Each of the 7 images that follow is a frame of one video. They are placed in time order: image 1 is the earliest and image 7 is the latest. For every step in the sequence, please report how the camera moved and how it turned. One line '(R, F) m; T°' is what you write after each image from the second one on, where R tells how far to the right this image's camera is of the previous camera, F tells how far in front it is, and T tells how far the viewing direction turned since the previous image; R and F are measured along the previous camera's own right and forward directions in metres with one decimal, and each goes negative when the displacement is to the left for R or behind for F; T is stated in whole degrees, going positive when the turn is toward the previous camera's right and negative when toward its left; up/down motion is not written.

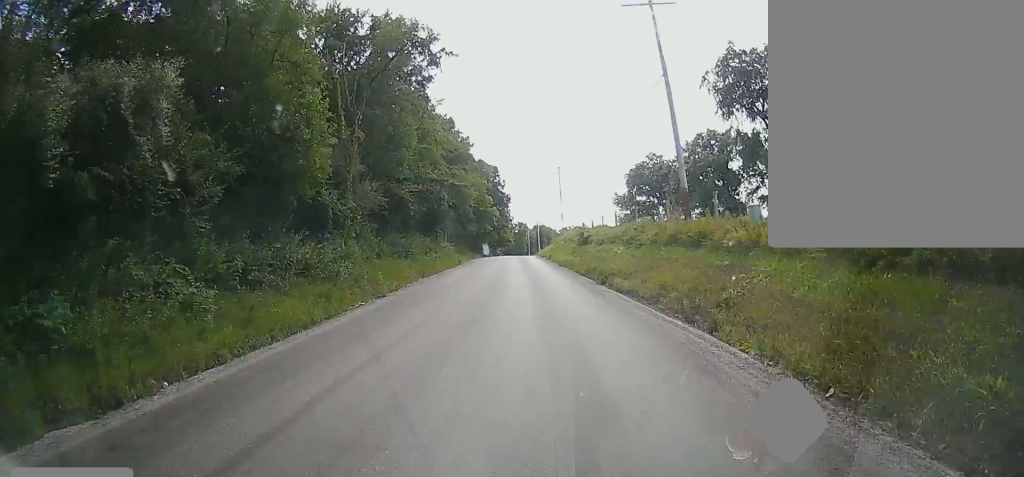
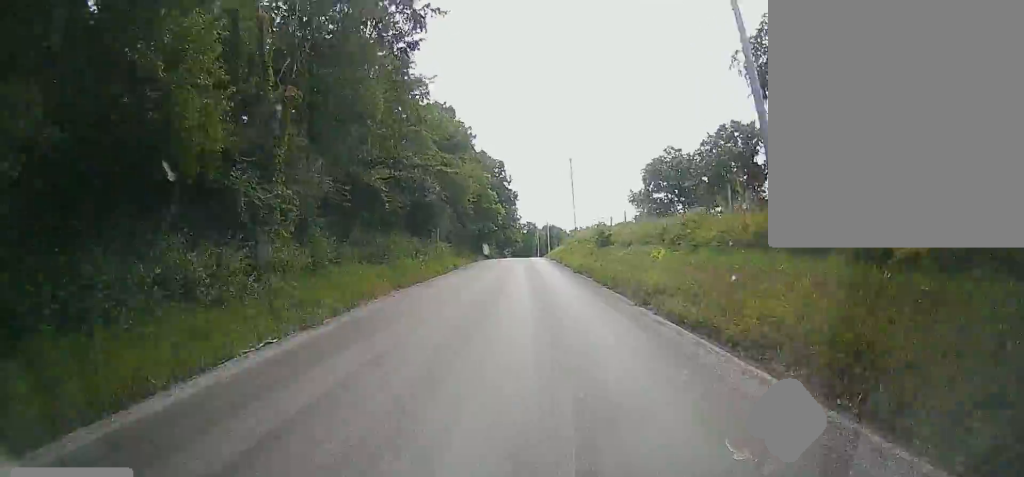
(0.0, +7.5) m; -1°
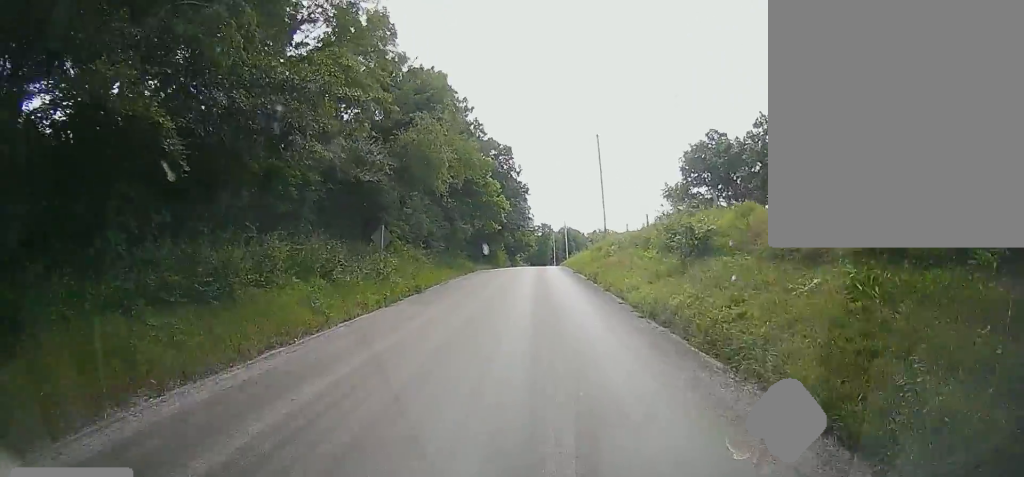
(-0.2, +17.3) m; -1°
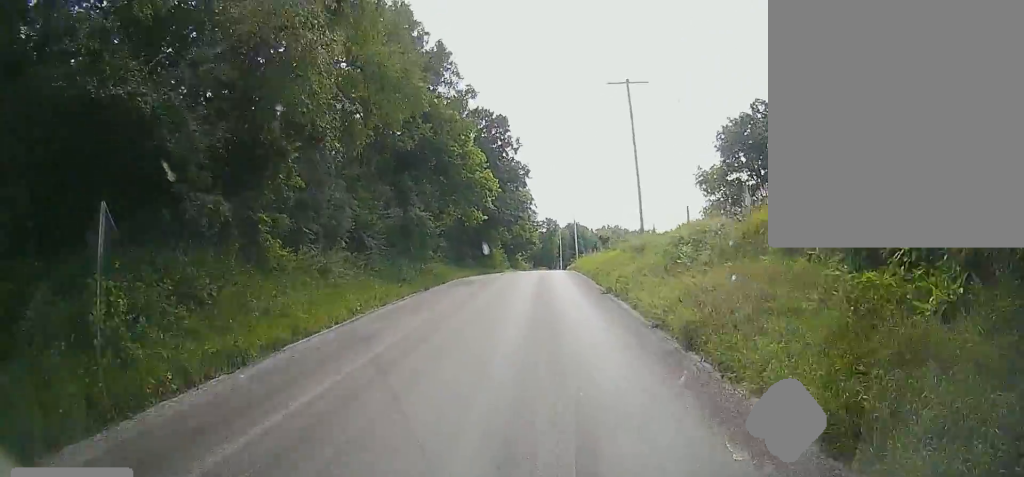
(0.0, +17.5) m; 0°
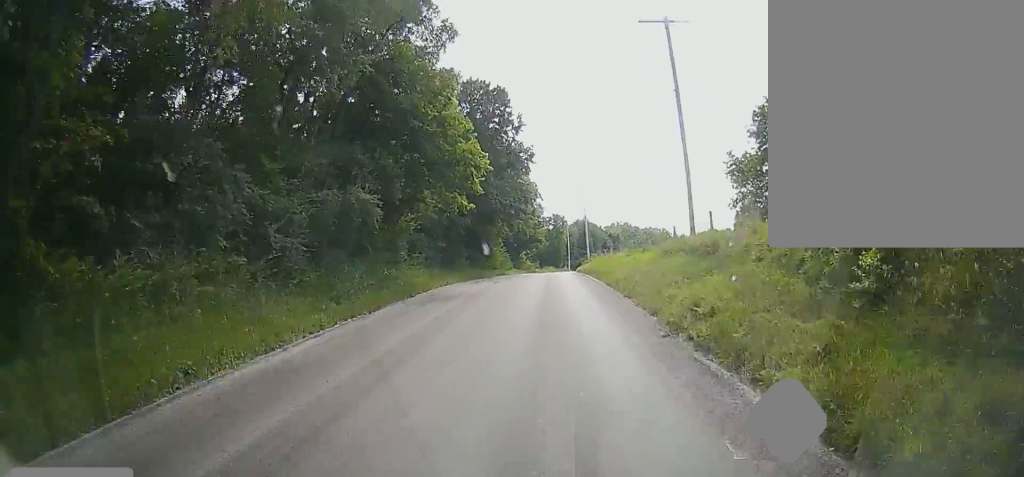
(0.0, +11.0) m; -1°
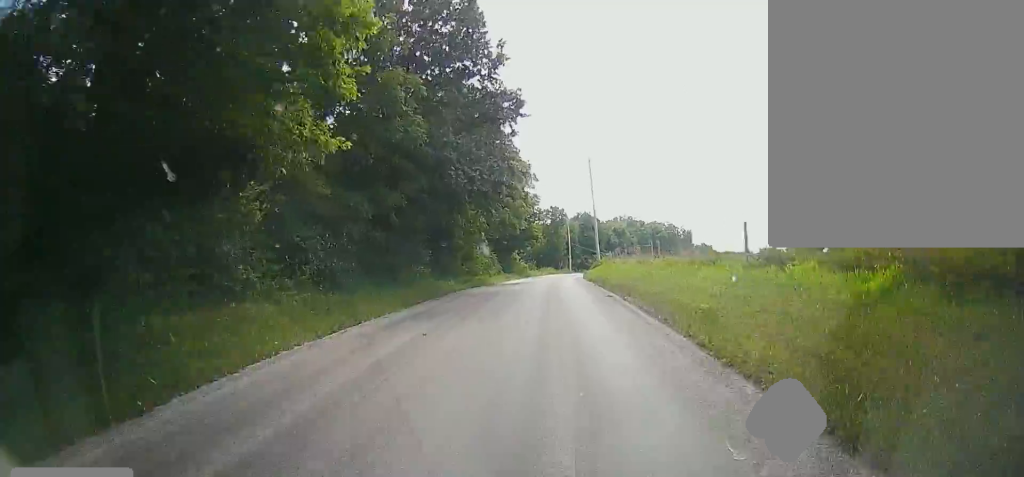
(-0.2, +20.4) m; 0°
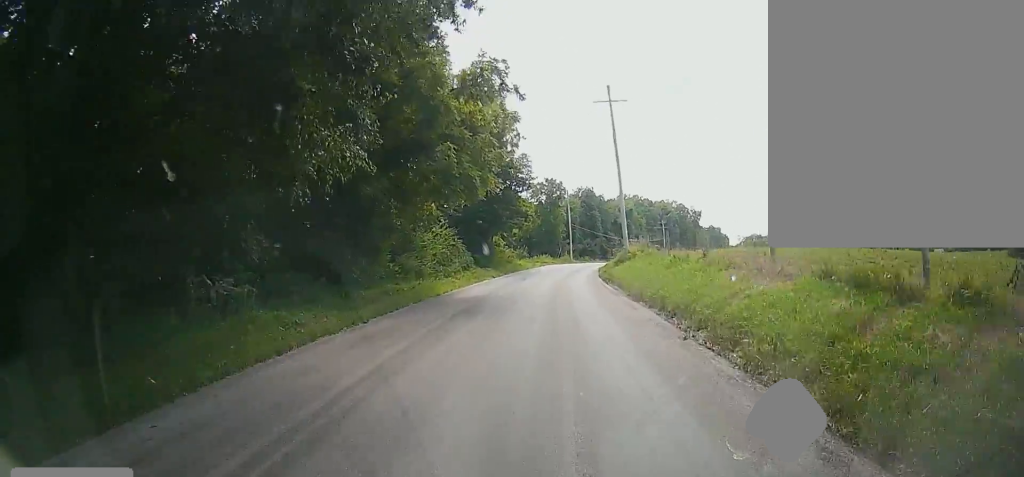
(+0.4, +26.8) m; +1°
